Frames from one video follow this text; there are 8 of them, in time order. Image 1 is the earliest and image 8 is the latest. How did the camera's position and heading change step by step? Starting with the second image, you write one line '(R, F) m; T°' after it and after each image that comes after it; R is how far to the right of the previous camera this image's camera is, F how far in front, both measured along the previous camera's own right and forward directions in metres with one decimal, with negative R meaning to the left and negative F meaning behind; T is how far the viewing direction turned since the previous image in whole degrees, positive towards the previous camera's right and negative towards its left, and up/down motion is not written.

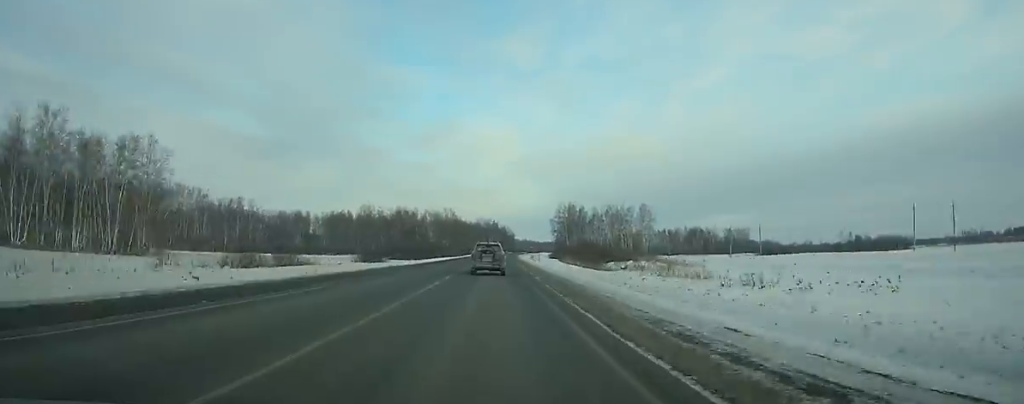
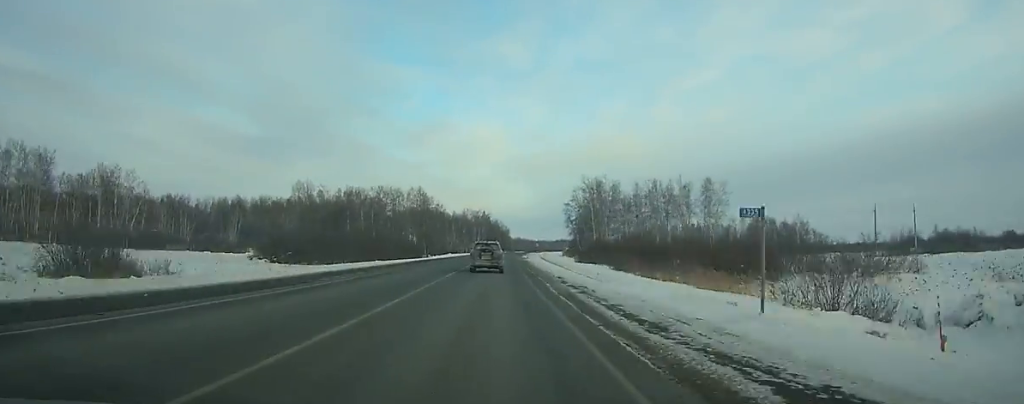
(+0.5, +75.1) m; +1°
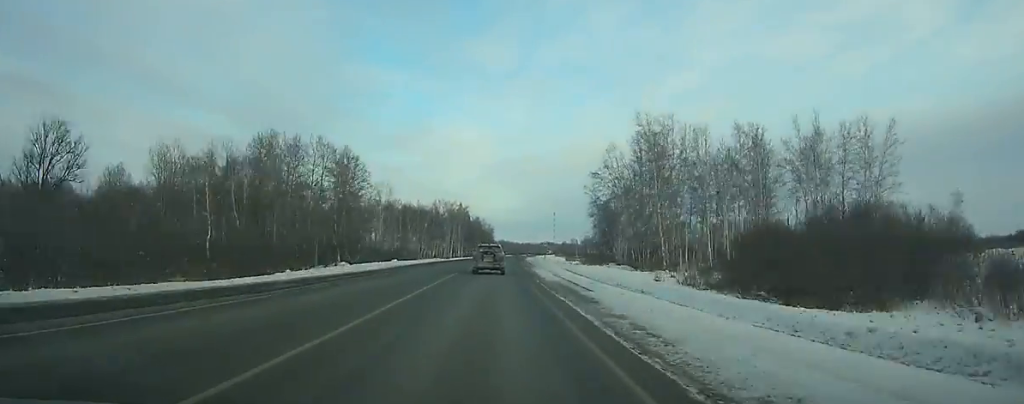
(+0.8, +67.8) m; +1°
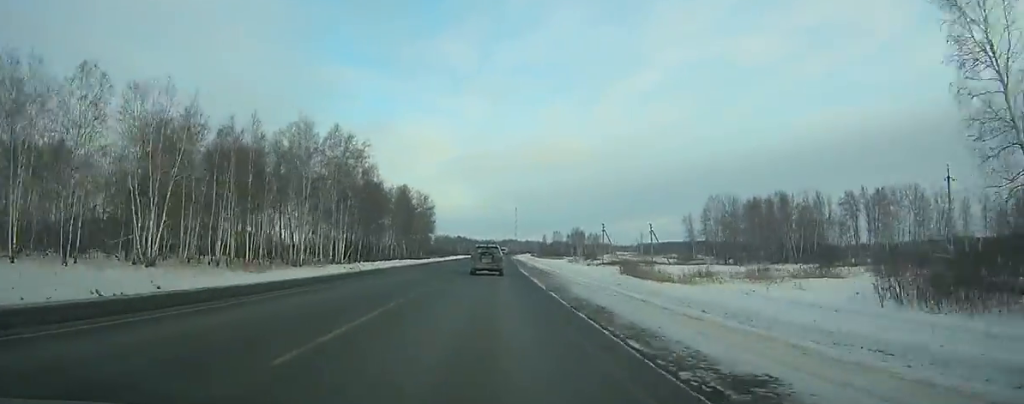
(+4.1, +136.9) m; +3°
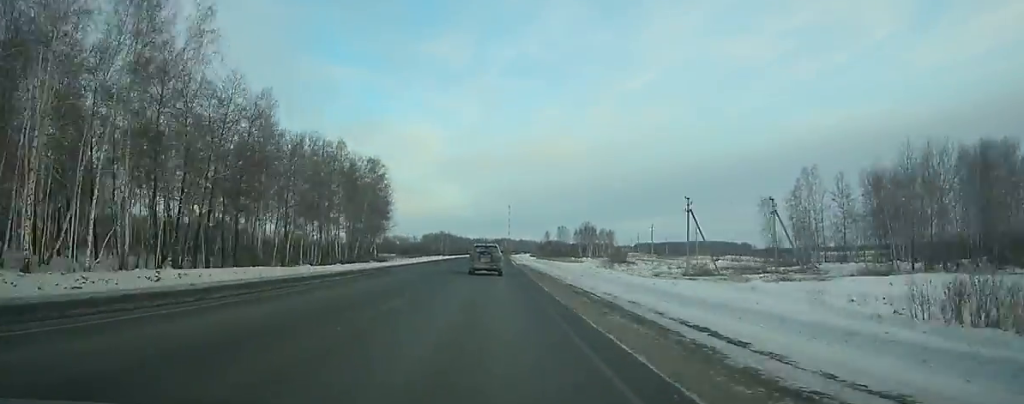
(+0.5, +59.4) m; +1°
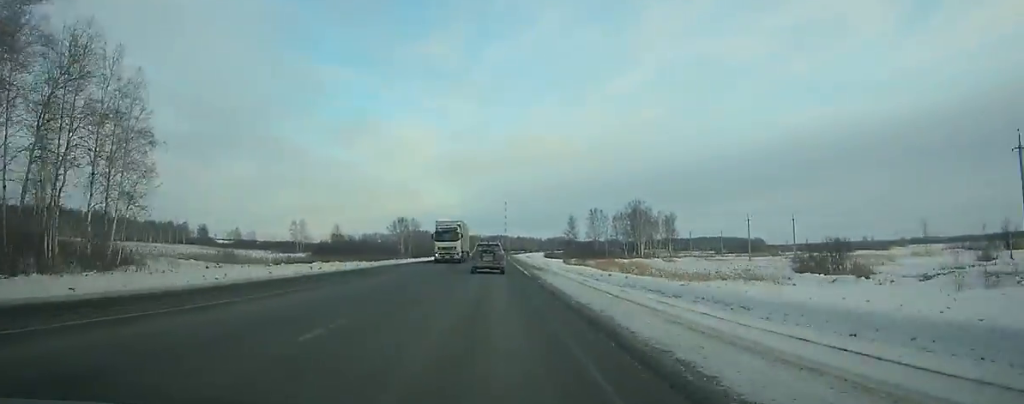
(+0.8, +99.7) m; +1°
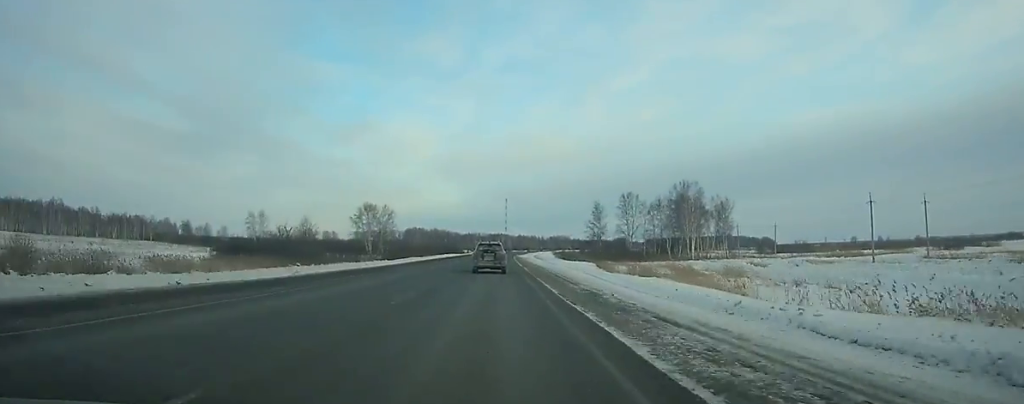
(+0.1, +42.6) m; 0°
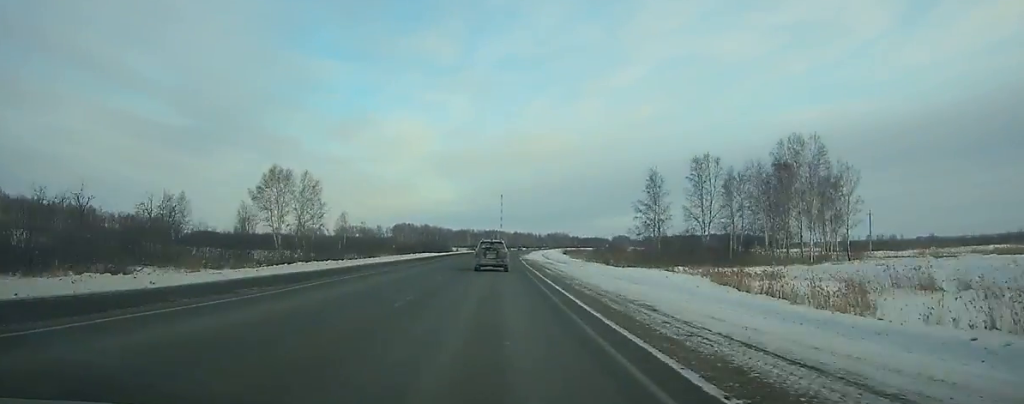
(-0.2, +47.7) m; +1°
